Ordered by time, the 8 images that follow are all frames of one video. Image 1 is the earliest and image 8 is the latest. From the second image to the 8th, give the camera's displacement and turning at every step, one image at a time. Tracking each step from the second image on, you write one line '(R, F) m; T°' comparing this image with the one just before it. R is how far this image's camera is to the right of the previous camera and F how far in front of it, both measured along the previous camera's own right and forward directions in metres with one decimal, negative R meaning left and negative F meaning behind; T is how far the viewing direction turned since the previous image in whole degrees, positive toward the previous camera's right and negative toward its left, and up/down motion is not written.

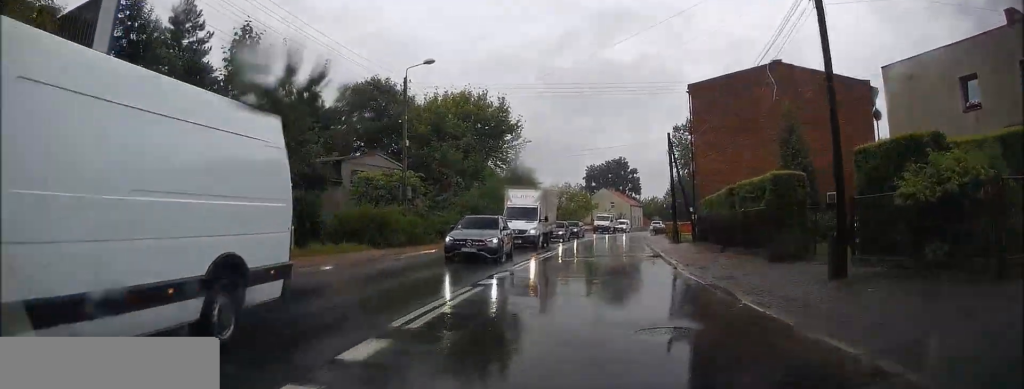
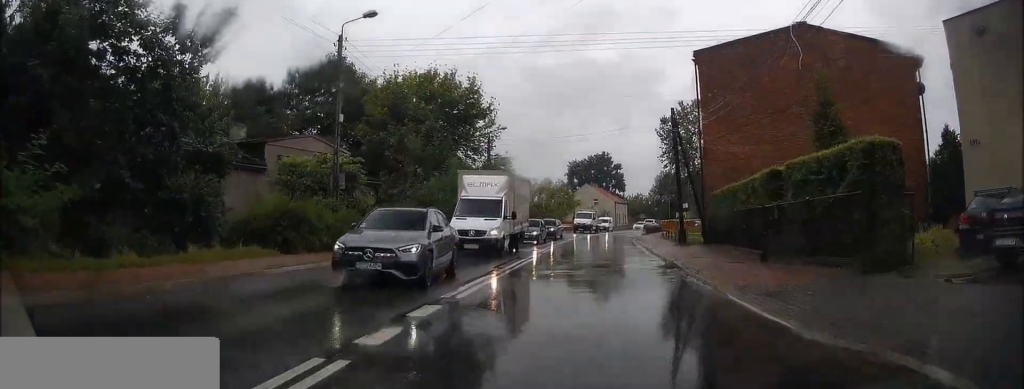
(+0.1, +7.1) m; +2°
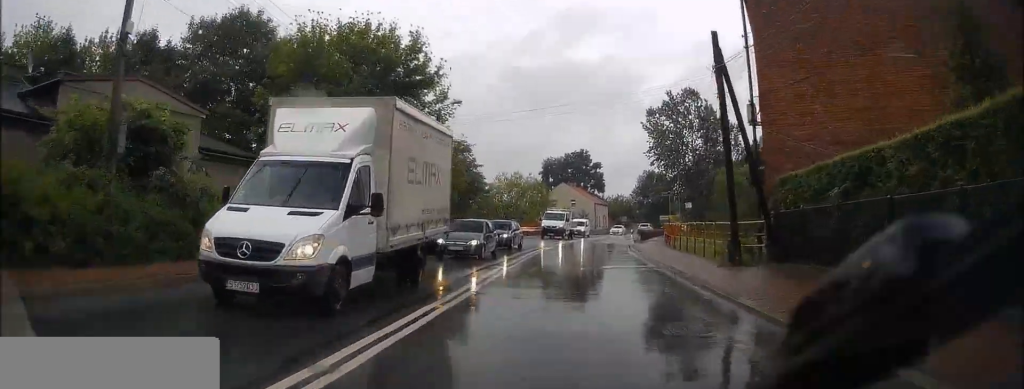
(+0.4, +12.1) m; +3°
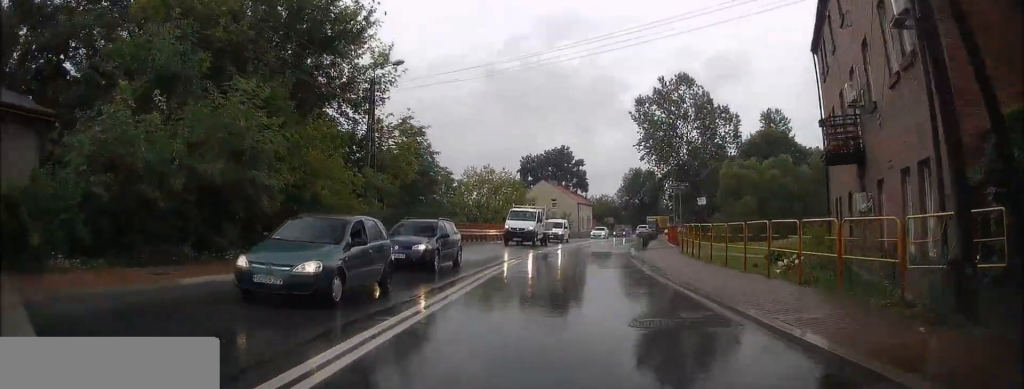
(+0.2, +10.4) m; +2°
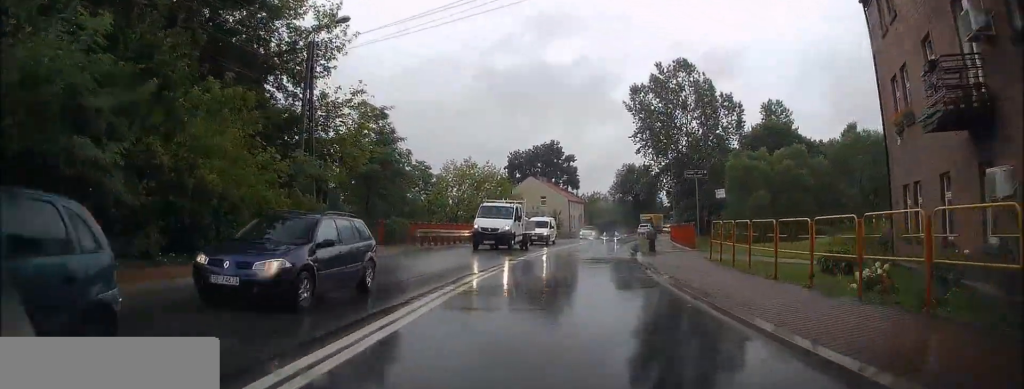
(+0.1, +6.4) m; +1°
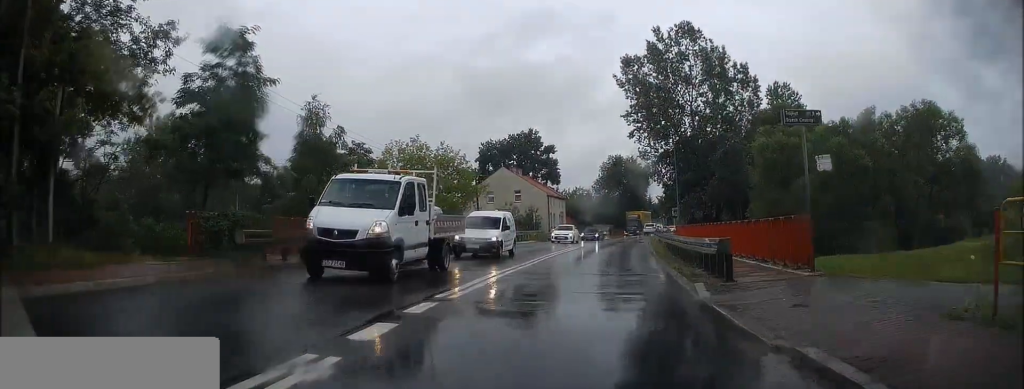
(+0.2, +13.8) m; +2°
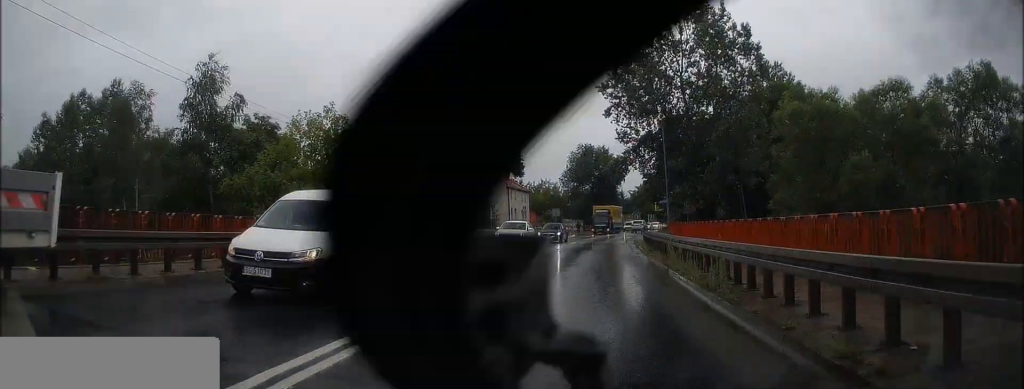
(+0.1, +11.0) m; +2°
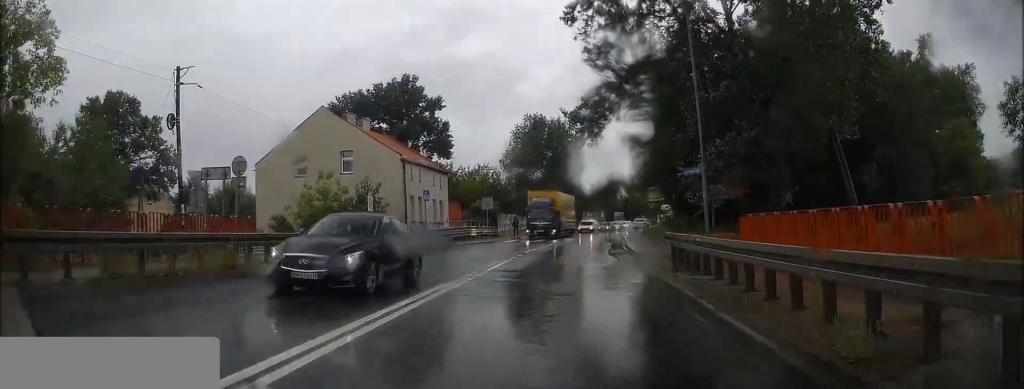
(+1.5, +25.3) m; +5°
